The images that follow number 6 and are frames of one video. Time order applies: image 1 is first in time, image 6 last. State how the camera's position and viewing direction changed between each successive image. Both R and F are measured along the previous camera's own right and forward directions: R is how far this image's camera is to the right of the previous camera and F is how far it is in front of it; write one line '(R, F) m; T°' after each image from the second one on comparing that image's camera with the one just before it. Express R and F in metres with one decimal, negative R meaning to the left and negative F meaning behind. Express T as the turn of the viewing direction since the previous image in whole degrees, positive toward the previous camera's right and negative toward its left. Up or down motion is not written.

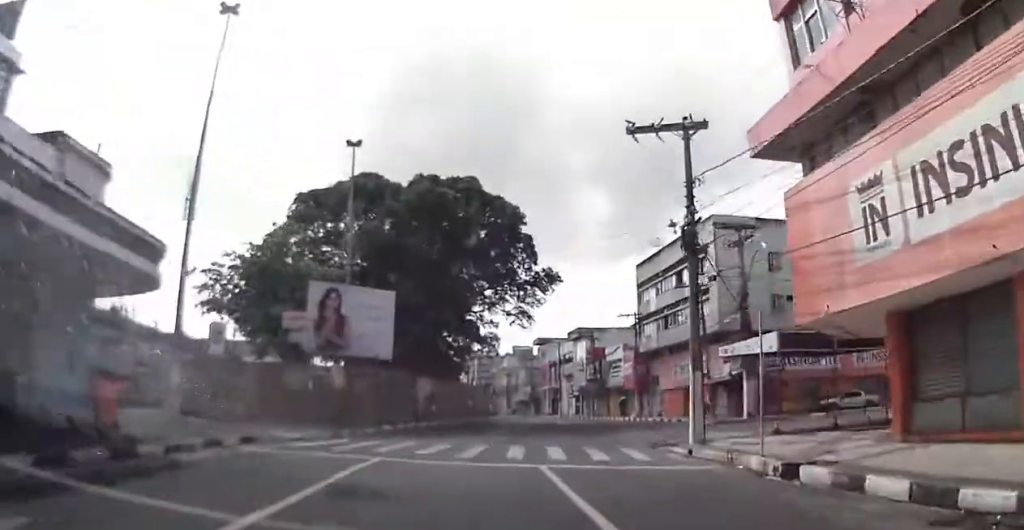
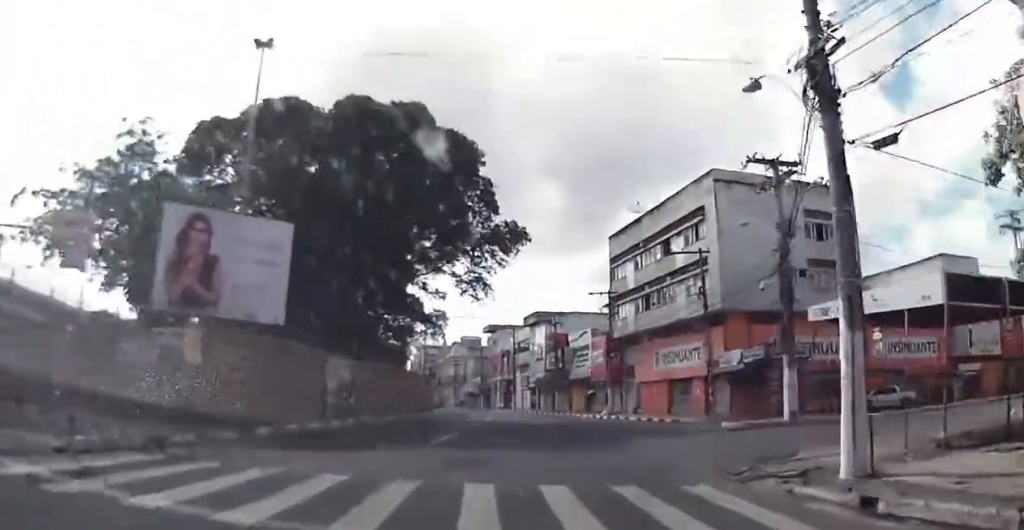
(0.0, +9.9) m; +2°
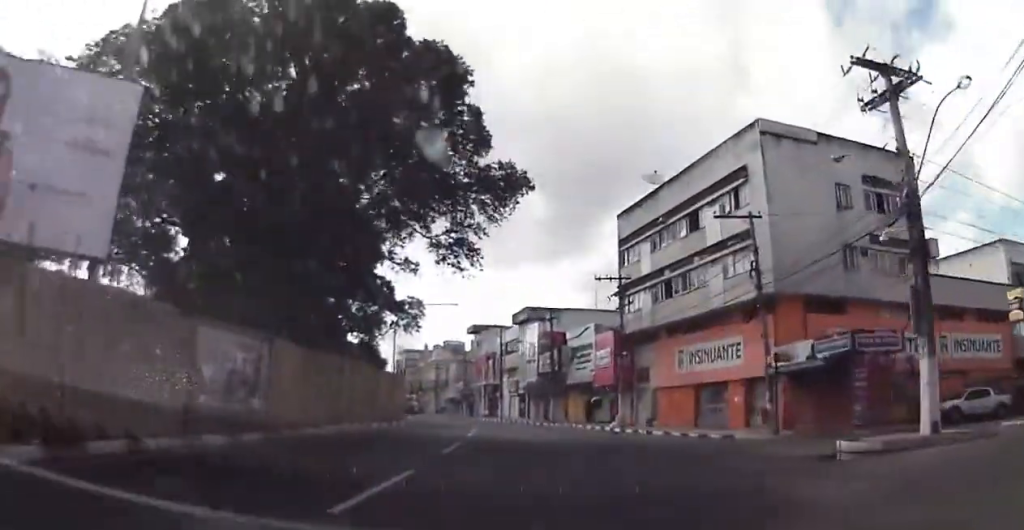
(+0.3, +9.1) m; +2°
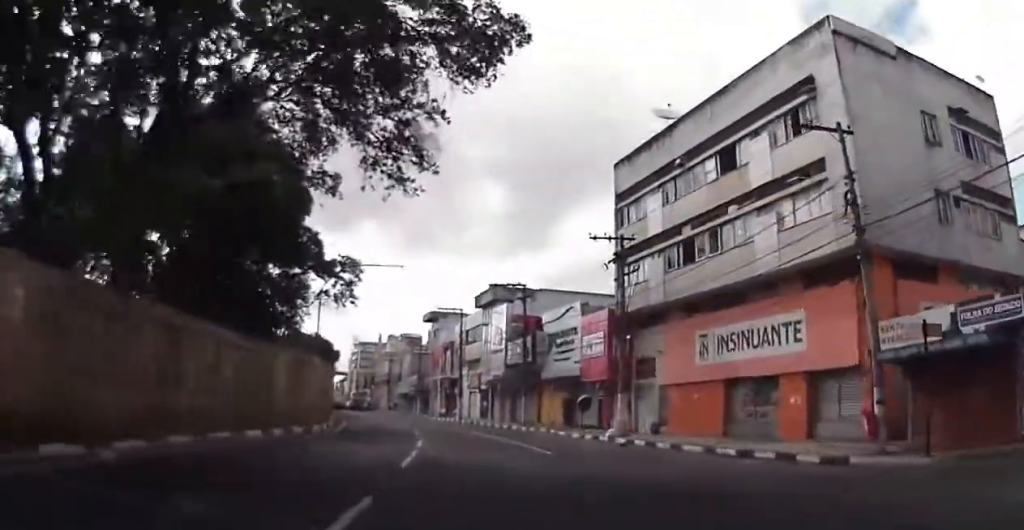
(0.0, +10.5) m; 0°
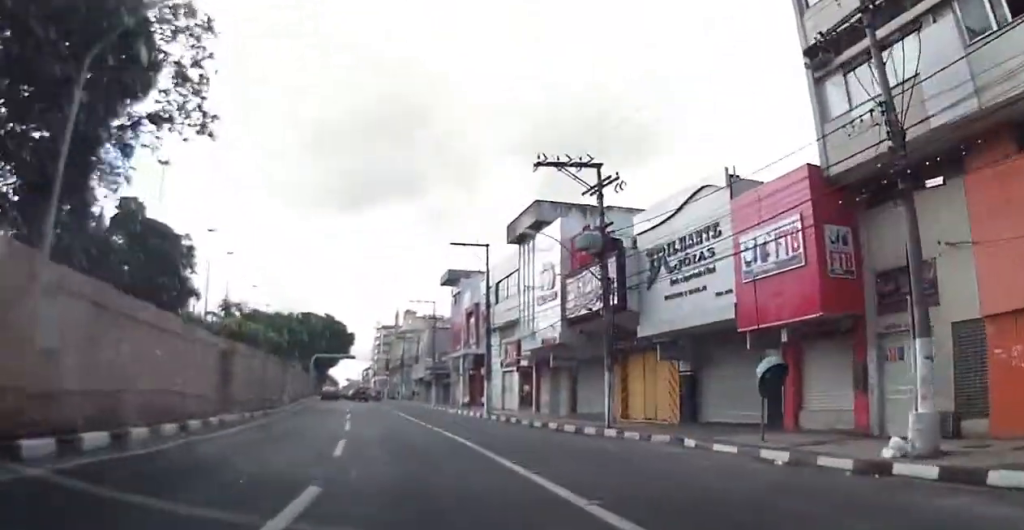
(-1.6, +21.5) m; +3°
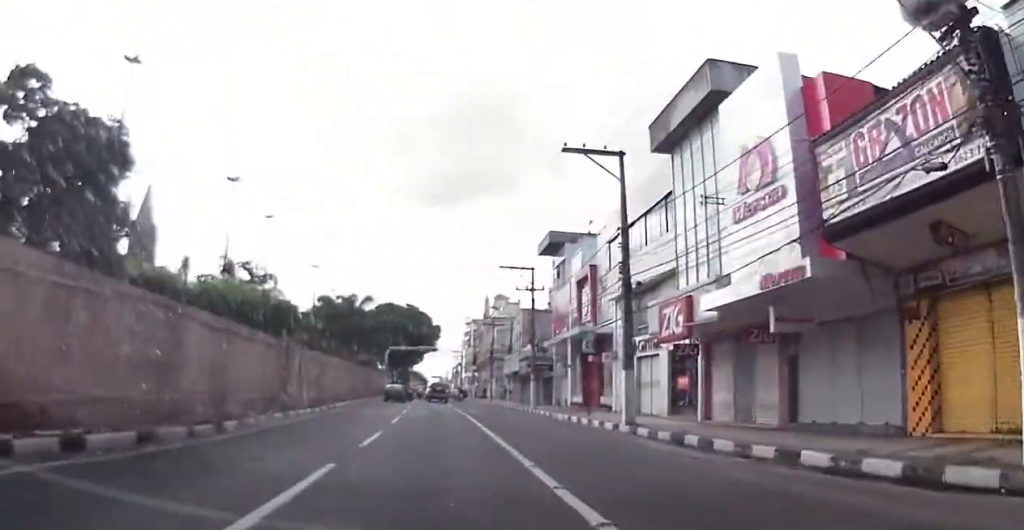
(+2.2, +16.9) m; 0°
